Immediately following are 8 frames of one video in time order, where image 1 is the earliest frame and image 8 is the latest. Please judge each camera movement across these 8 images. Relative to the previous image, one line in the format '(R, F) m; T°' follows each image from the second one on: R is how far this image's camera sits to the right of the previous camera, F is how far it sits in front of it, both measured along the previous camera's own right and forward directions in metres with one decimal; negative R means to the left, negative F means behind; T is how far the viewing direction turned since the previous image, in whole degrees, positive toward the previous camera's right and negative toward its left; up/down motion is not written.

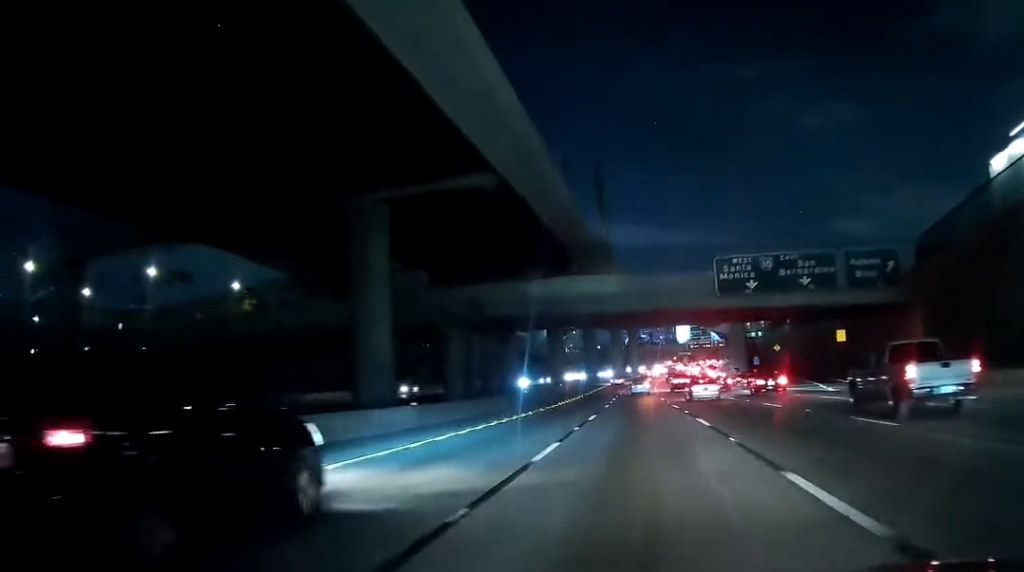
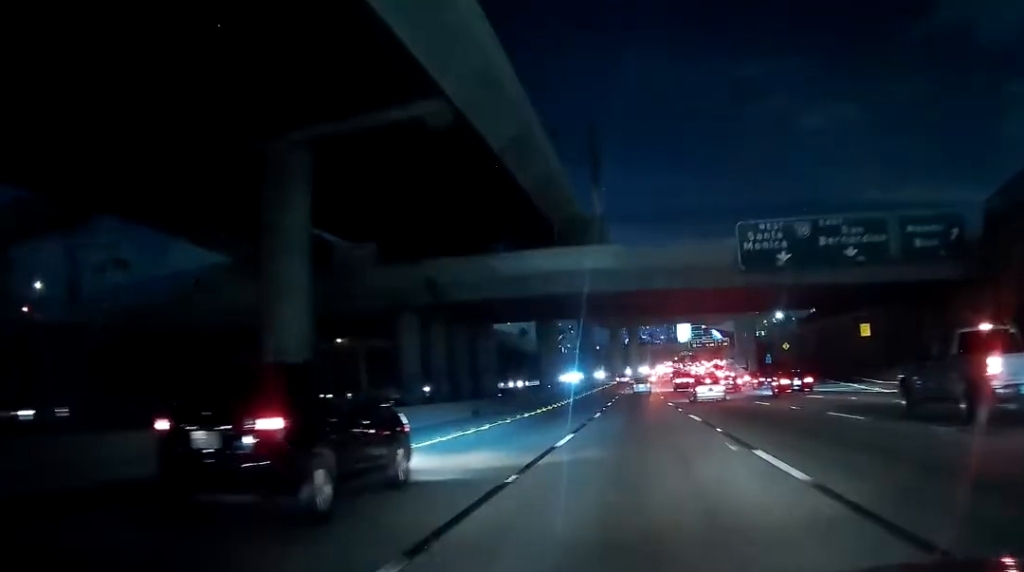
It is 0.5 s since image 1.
(0.0, +11.4) m; 0°
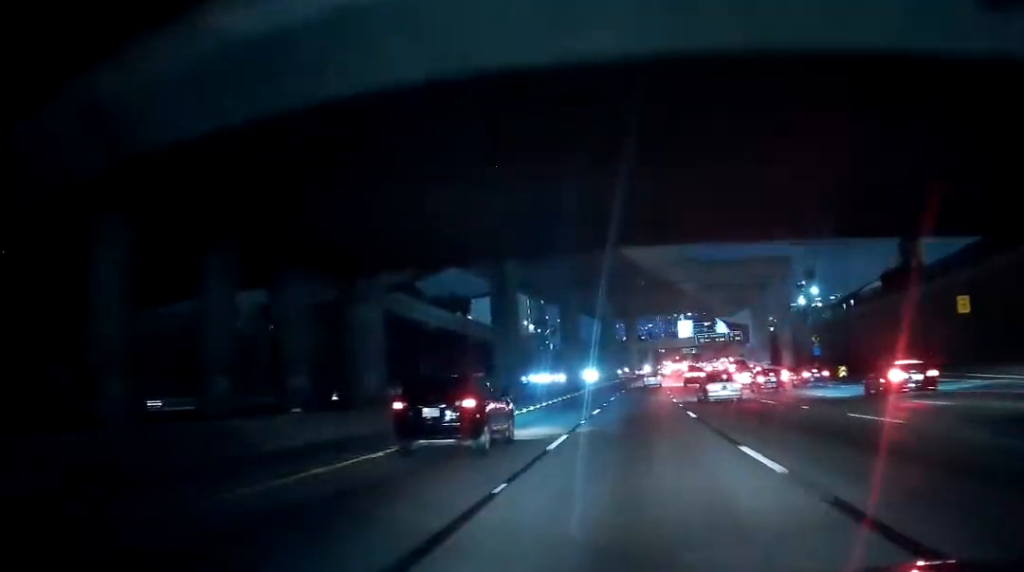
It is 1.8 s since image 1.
(0.0, +30.9) m; +1°
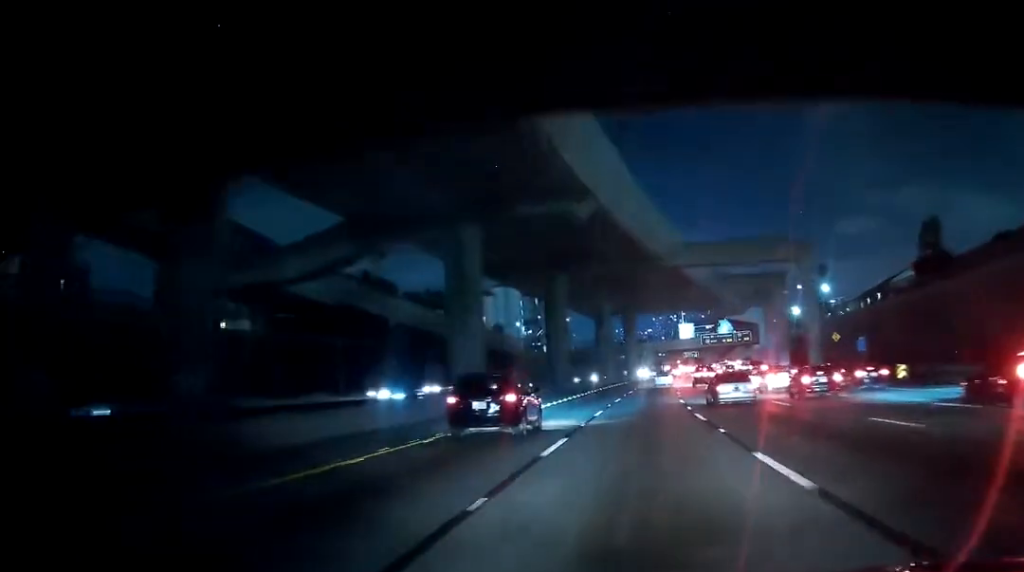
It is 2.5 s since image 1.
(+0.2, +16.5) m; +1°
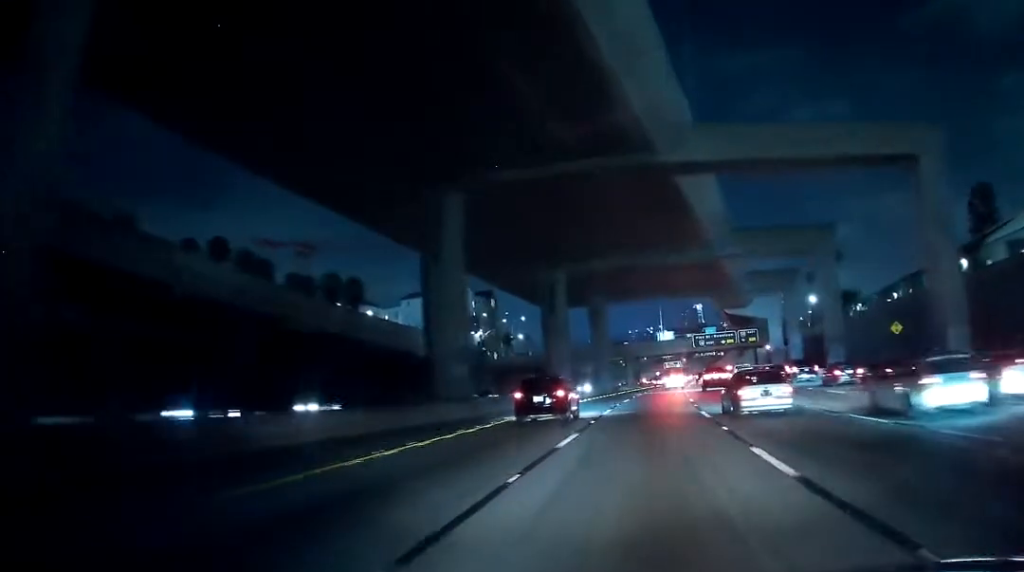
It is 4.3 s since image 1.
(+1.1, +42.4) m; +3°
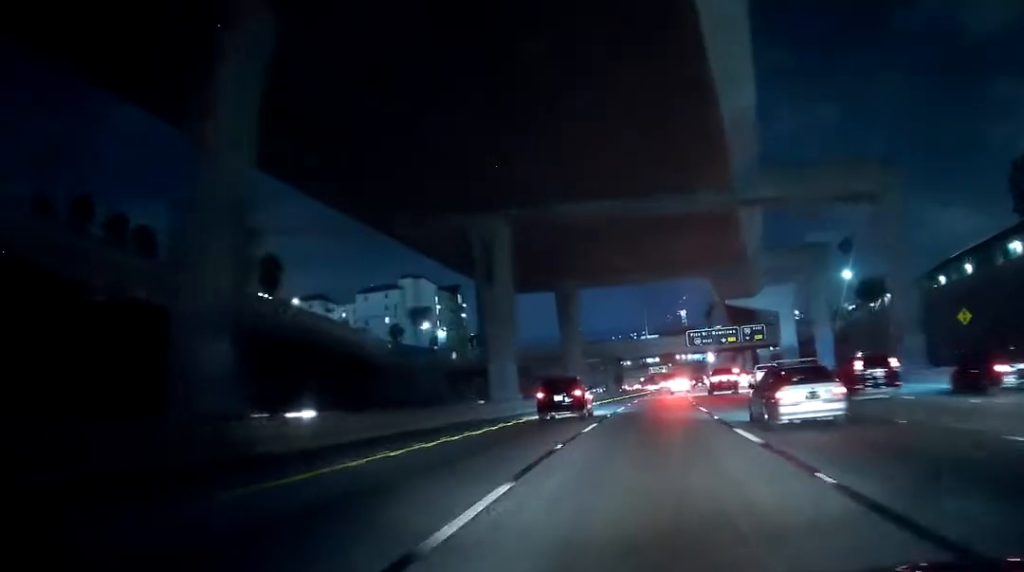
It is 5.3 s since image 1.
(0.0, +23.6) m; 0°
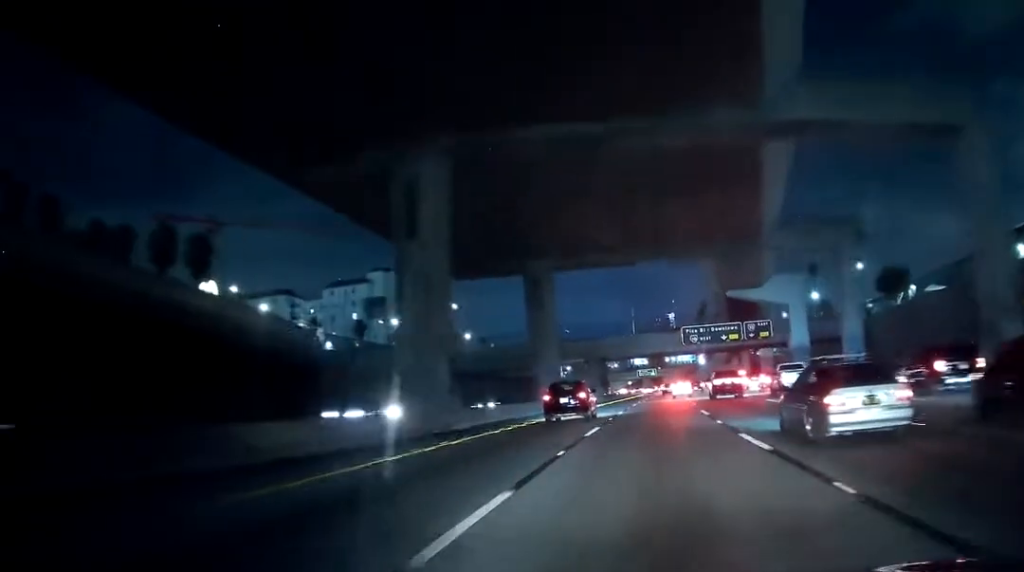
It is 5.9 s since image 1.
(0.0, +15.4) m; +1°
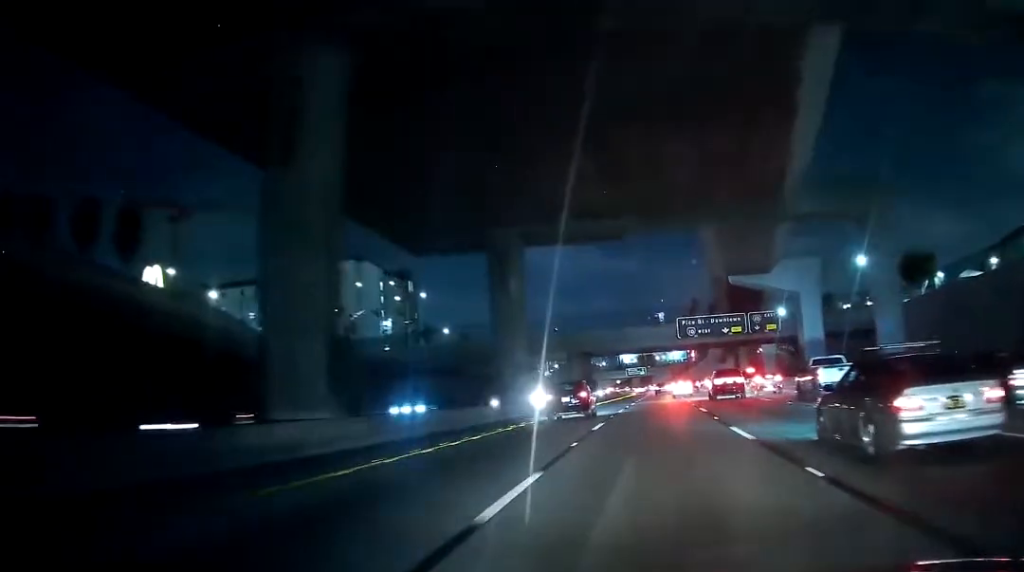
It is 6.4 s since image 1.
(-0.1, +12.1) m; +1°
